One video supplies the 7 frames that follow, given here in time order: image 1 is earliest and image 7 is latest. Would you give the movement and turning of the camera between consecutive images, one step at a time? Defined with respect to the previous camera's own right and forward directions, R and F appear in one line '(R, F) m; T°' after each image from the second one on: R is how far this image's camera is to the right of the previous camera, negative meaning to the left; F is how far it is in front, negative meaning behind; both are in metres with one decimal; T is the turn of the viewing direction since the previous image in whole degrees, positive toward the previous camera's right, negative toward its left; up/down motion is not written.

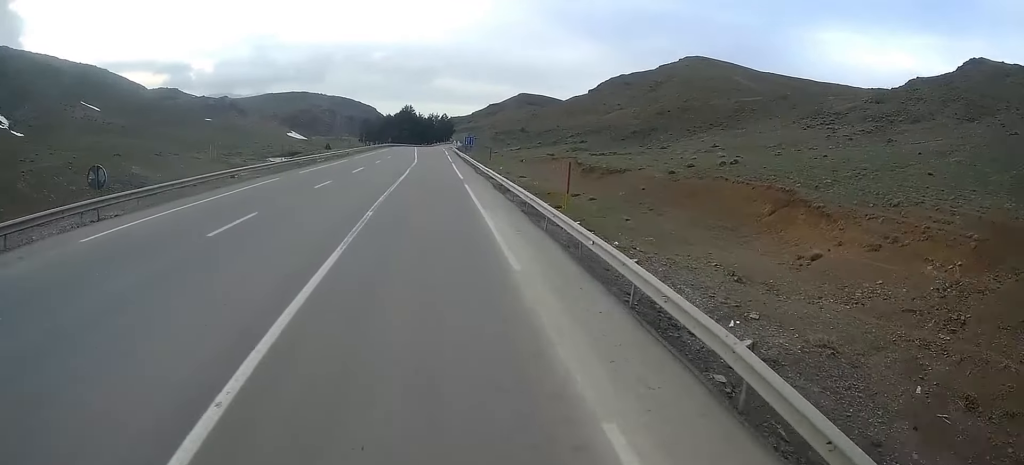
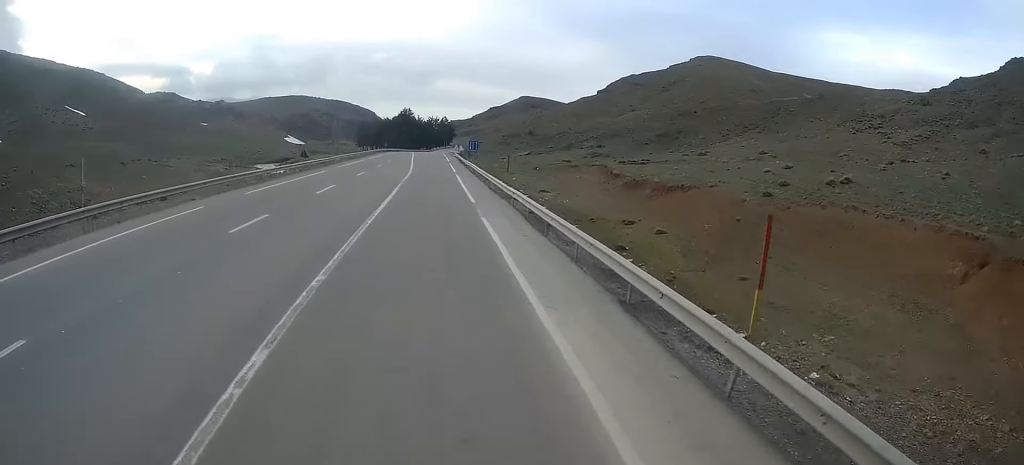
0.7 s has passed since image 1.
(0.0, +12.3) m; -1°
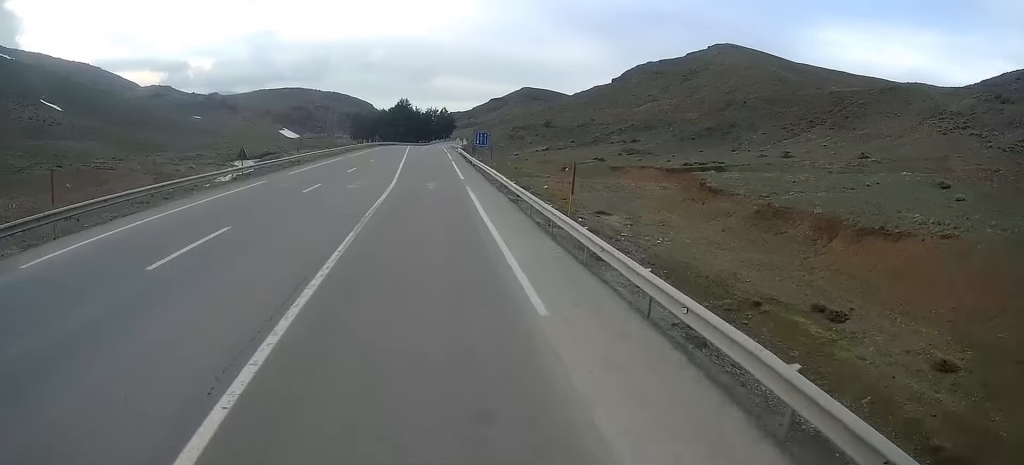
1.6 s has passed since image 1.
(-0.2, +17.3) m; -1°
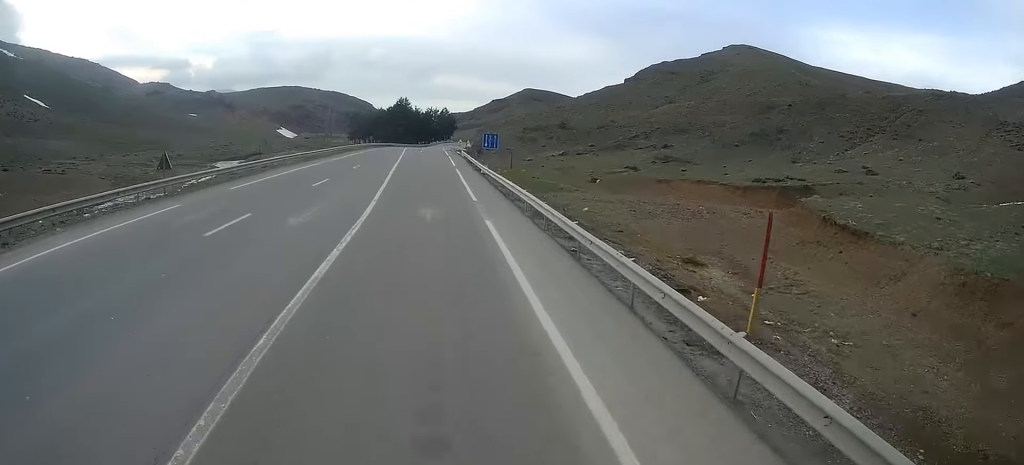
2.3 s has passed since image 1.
(-0.2, +11.4) m; 0°
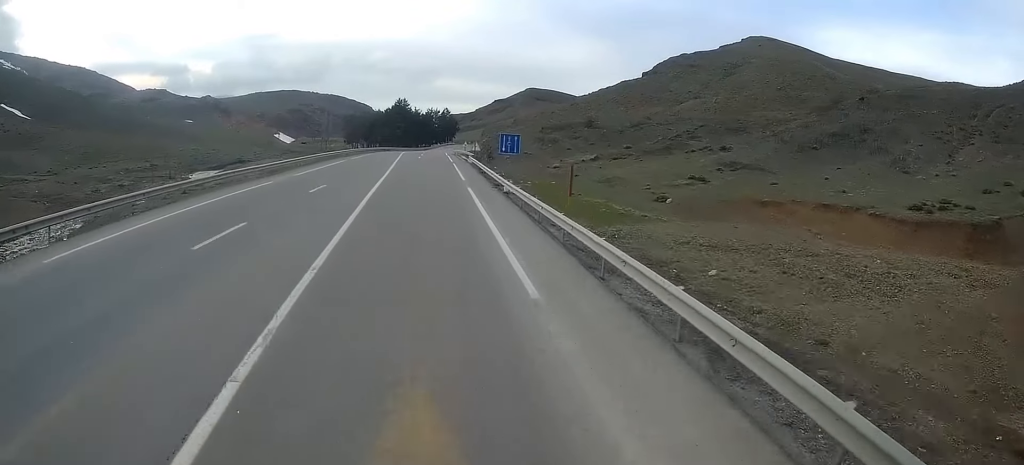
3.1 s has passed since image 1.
(+0.1, +14.2) m; 0°
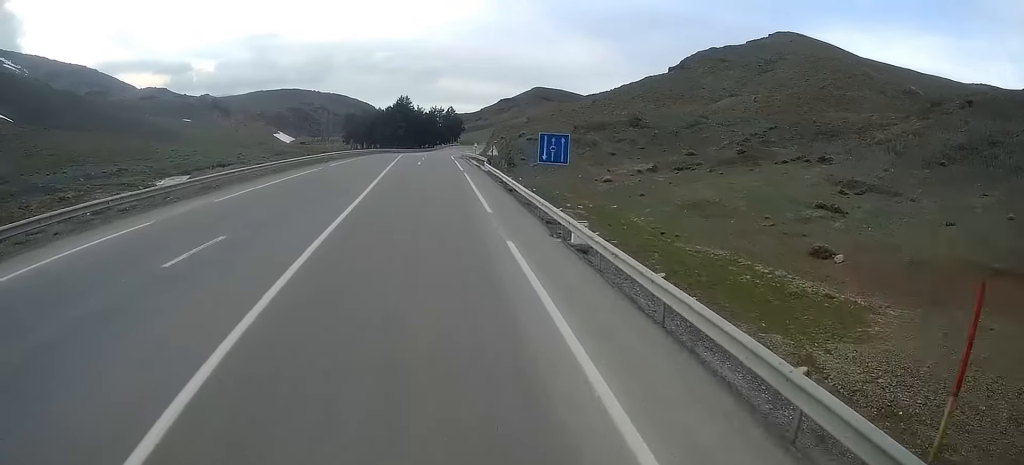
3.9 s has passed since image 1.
(0.0, +15.0) m; 0°
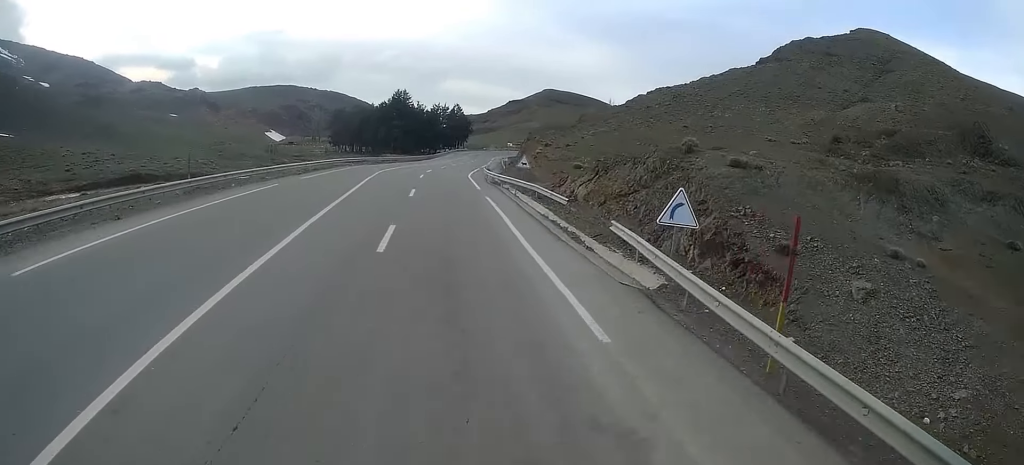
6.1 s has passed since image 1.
(+0.8, +39.3) m; +2°
